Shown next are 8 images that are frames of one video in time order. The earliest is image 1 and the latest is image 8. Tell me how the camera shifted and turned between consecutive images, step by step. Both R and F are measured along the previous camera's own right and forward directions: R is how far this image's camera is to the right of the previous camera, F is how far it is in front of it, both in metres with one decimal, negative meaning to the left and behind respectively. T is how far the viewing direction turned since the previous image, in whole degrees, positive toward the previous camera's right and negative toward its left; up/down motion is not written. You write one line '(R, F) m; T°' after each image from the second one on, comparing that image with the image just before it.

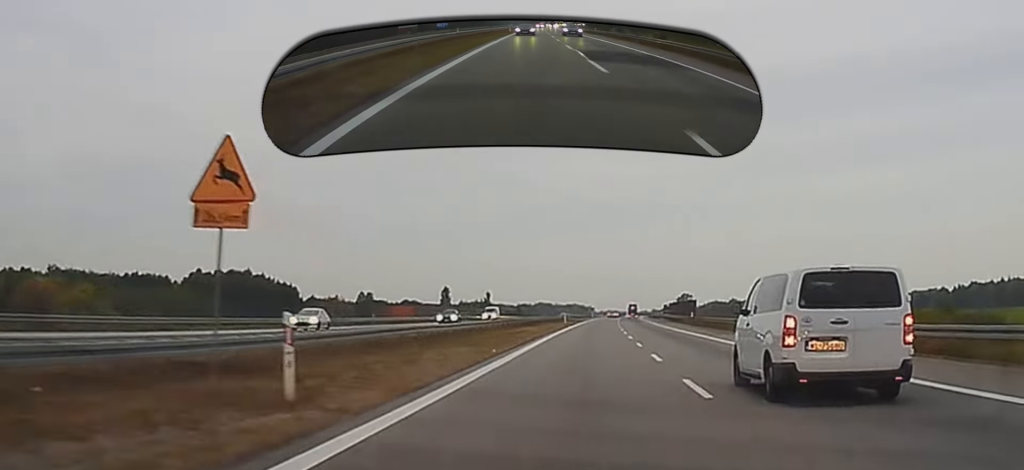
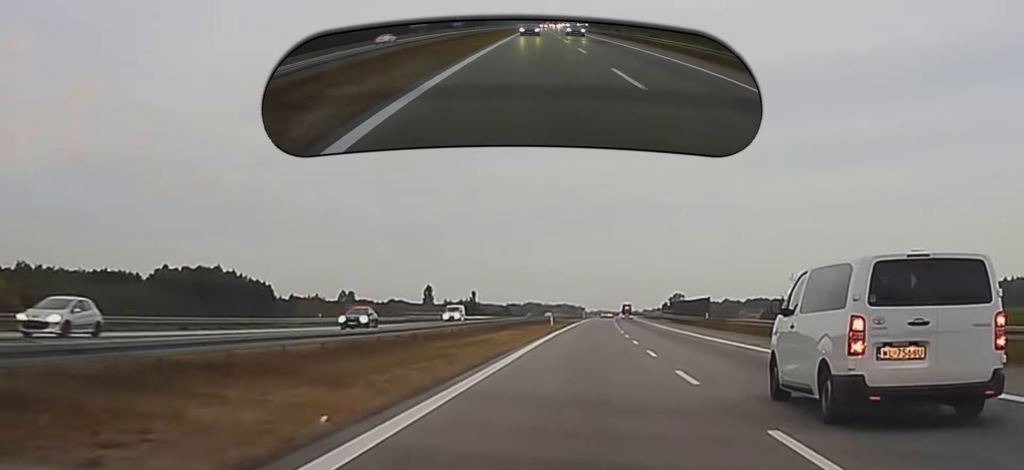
(+0.2, +20.3) m; 0°
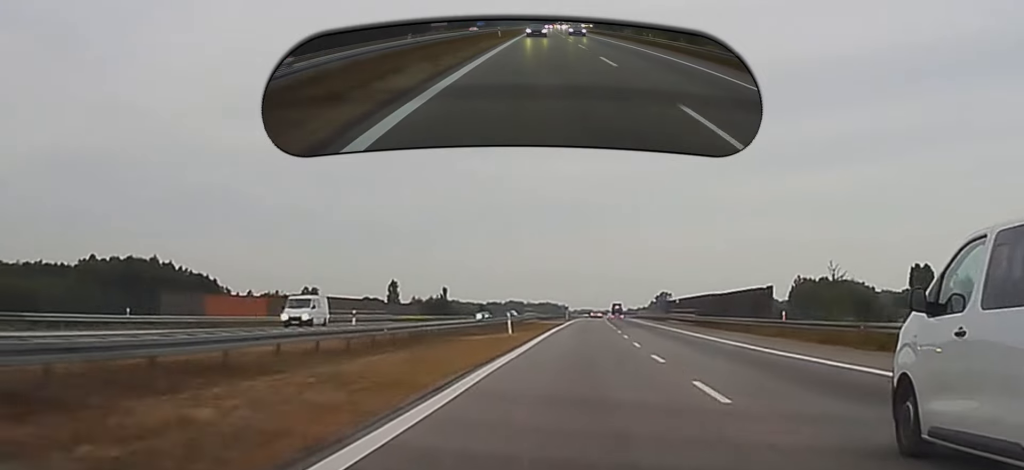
(0.0, +41.2) m; 0°
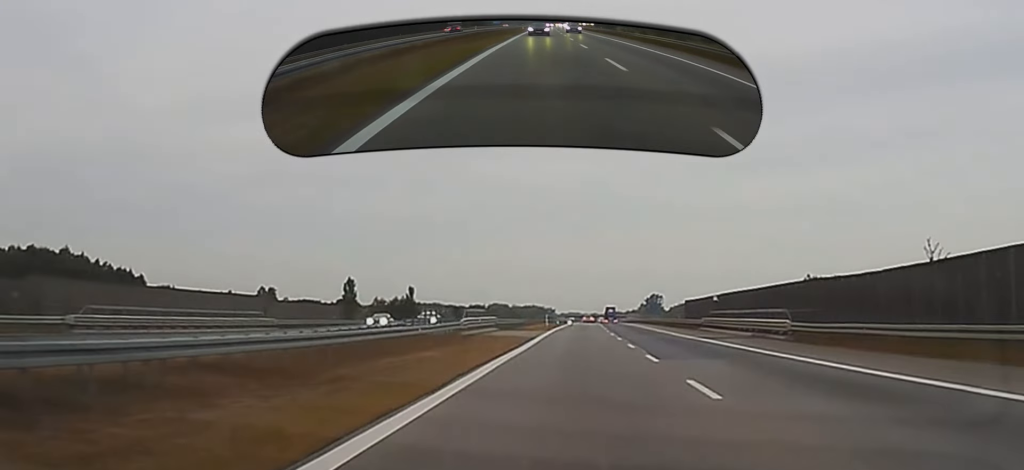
(+0.5, +46.3) m; +1°
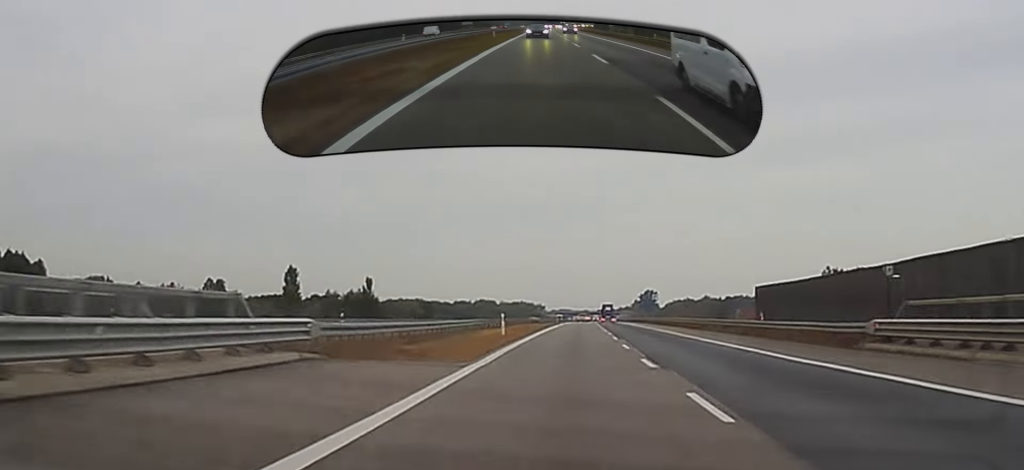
(+0.3, +51.6) m; +1°
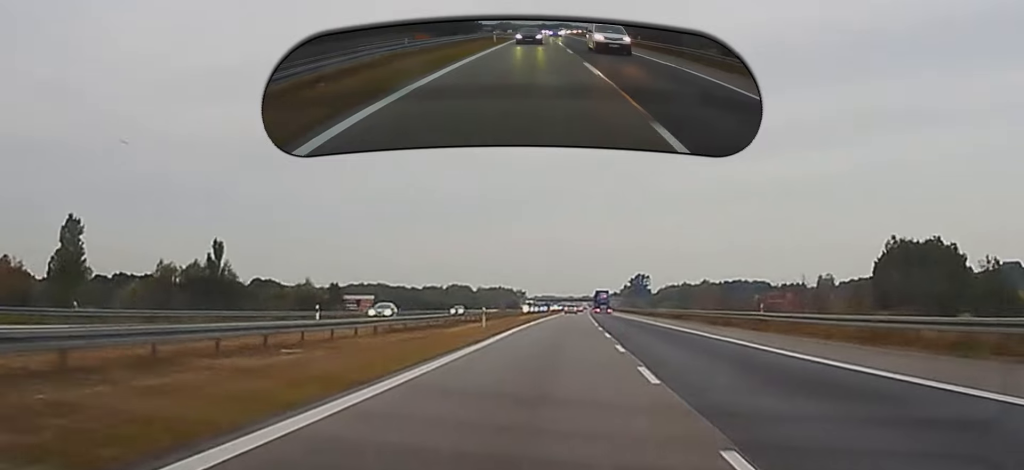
(+0.7, +104.1) m; +1°
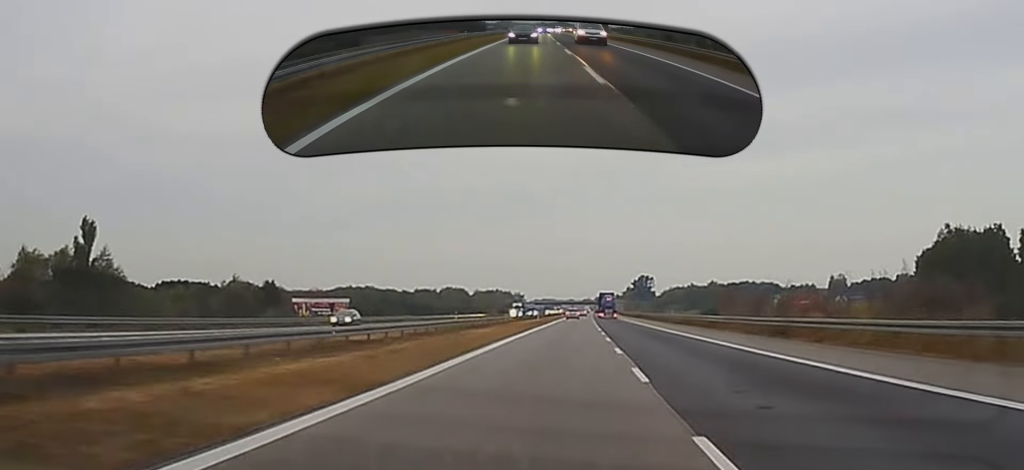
(+0.4, +45.1) m; 0°
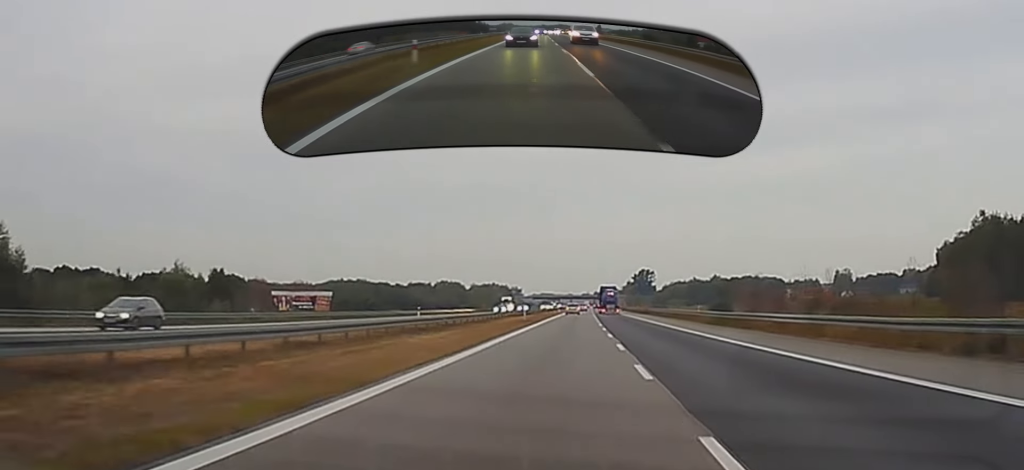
(-0.2, +25.2) m; 0°
